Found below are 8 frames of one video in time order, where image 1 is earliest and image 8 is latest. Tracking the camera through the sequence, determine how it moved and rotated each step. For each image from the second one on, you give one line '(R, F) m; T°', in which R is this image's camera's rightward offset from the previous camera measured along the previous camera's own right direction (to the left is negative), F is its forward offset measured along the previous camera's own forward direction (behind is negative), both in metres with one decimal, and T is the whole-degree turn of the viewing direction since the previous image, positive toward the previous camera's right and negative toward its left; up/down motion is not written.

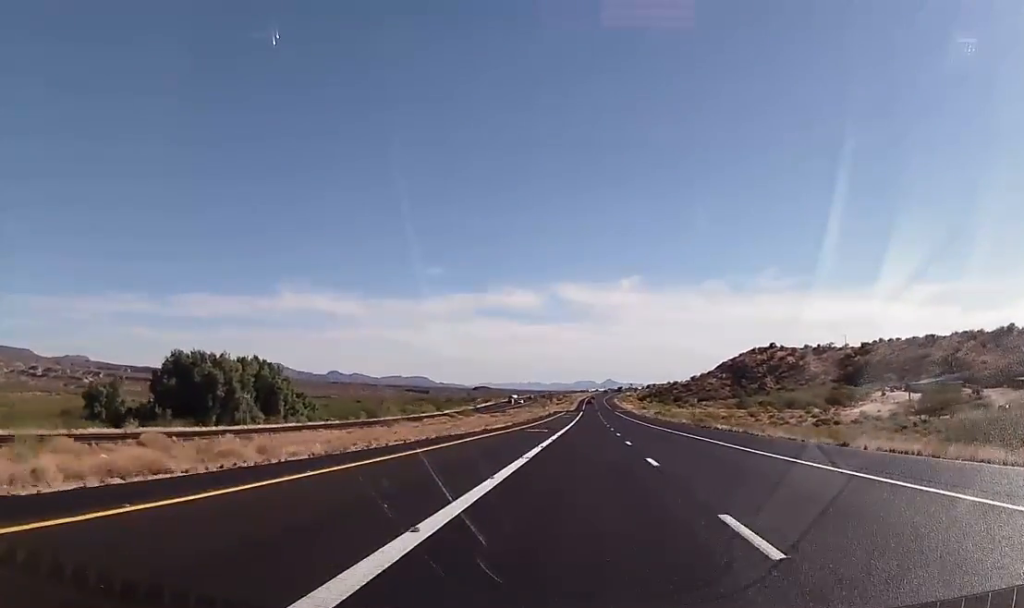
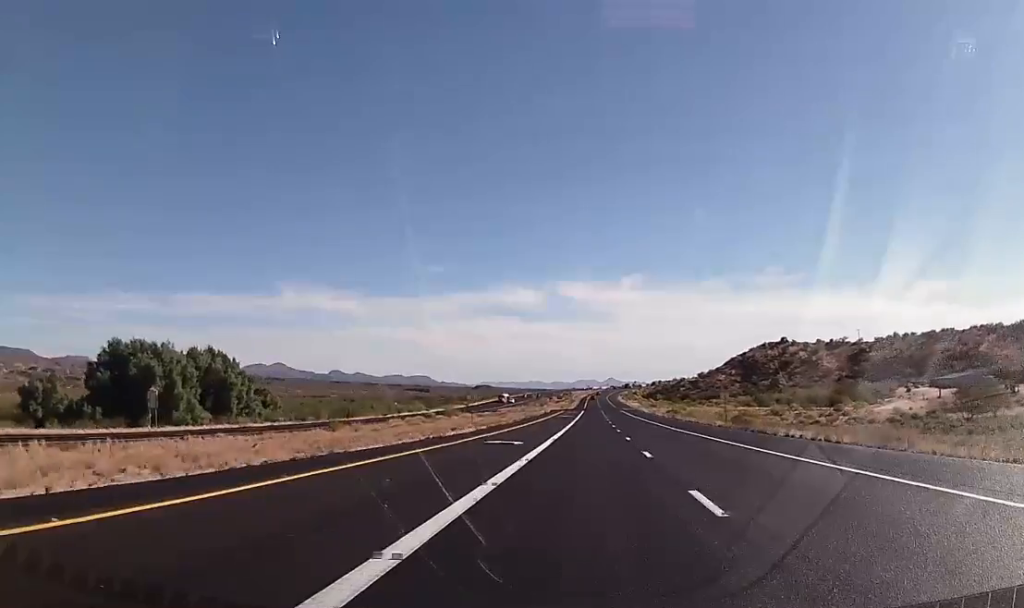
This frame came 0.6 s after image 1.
(0.0, +21.5) m; 0°
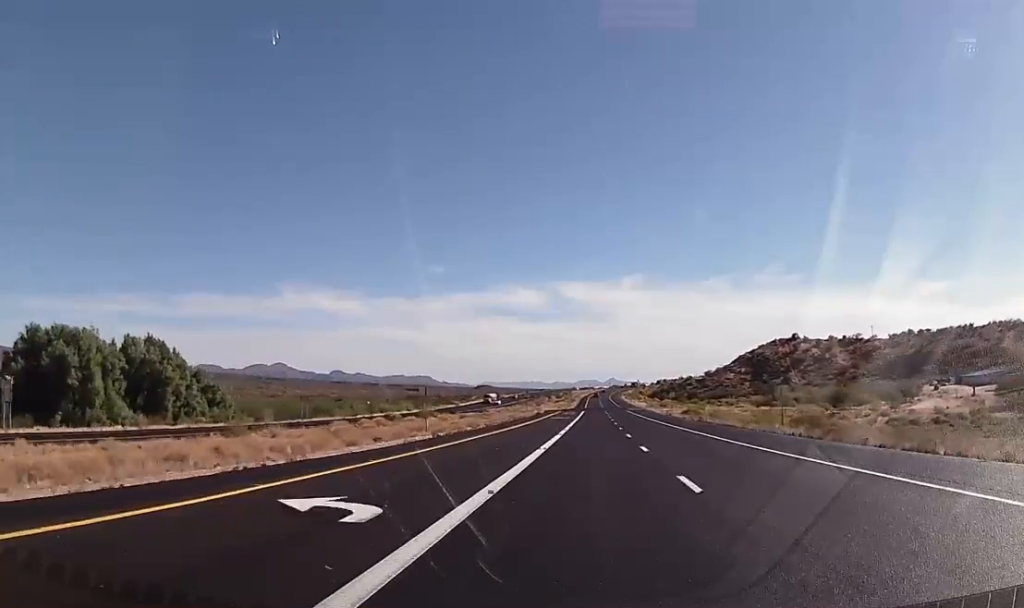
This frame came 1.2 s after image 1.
(-0.1, +21.5) m; 0°
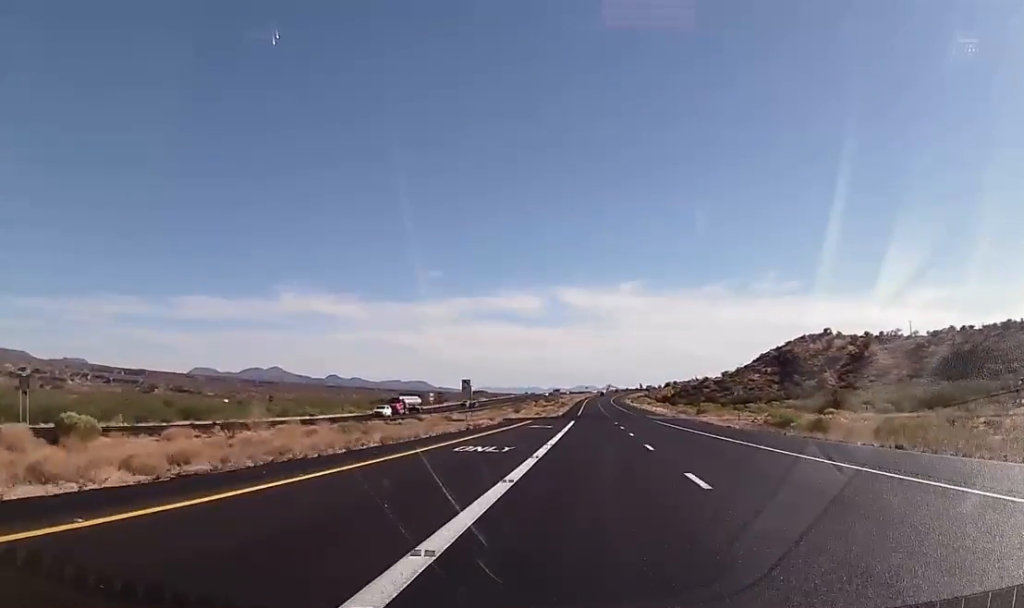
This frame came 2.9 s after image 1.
(+0.1, +59.7) m; 0°
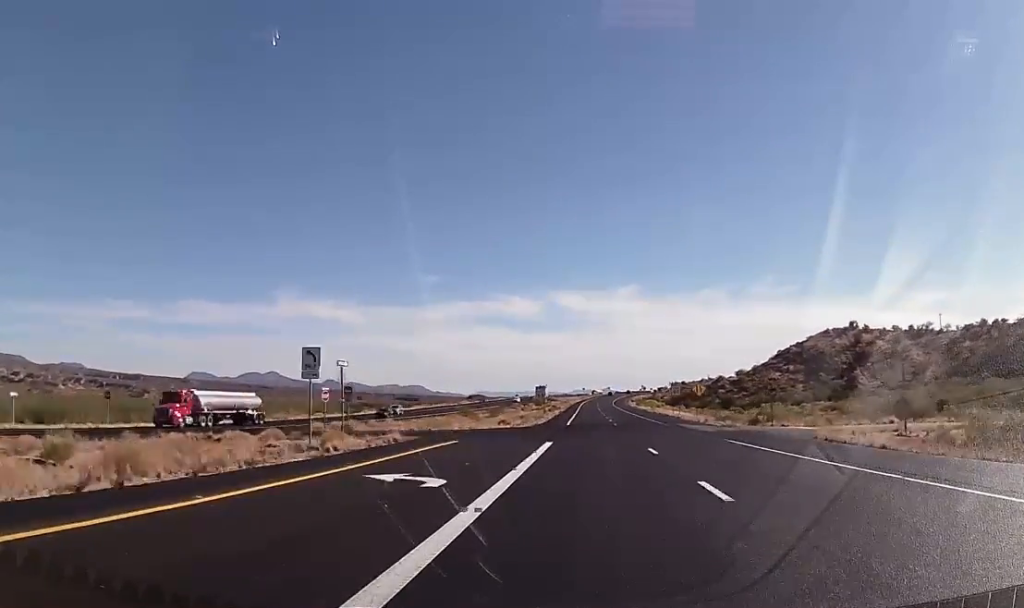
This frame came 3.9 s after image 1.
(-0.1, +38.0) m; 0°
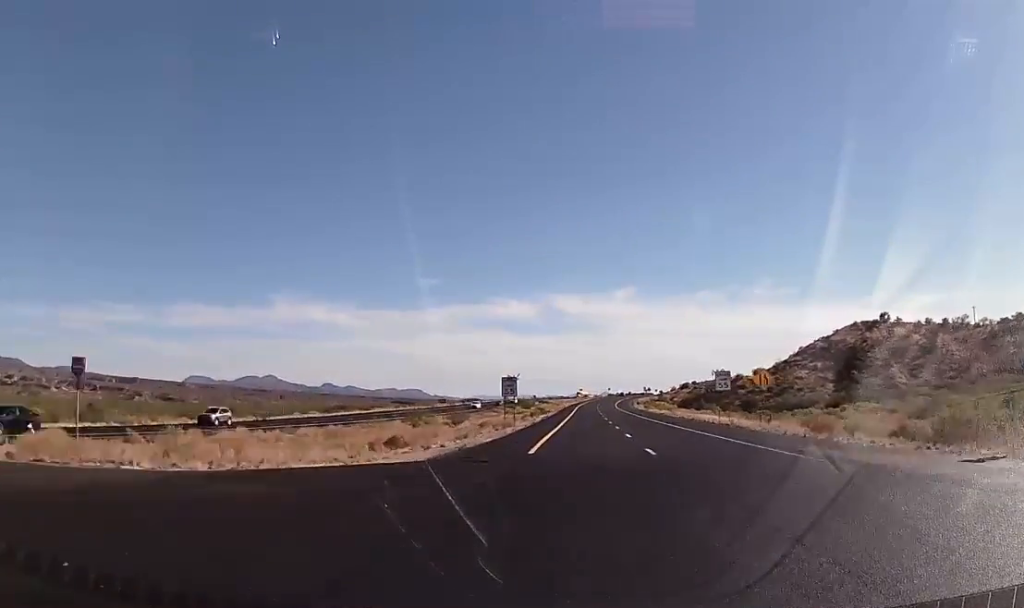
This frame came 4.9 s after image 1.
(0.0, +35.5) m; 0°
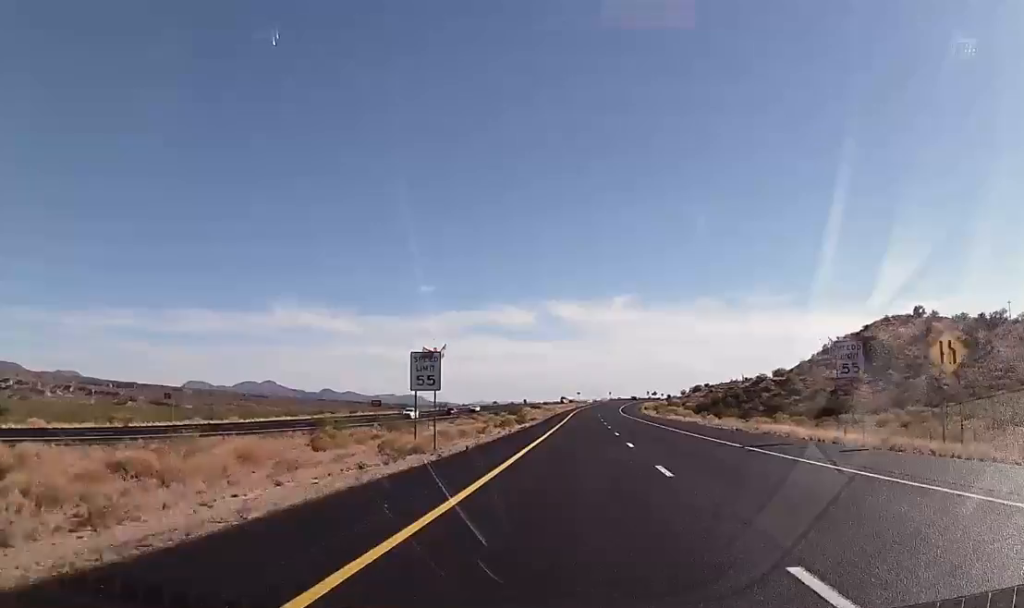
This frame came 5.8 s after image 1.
(0.0, +30.9) m; 0°
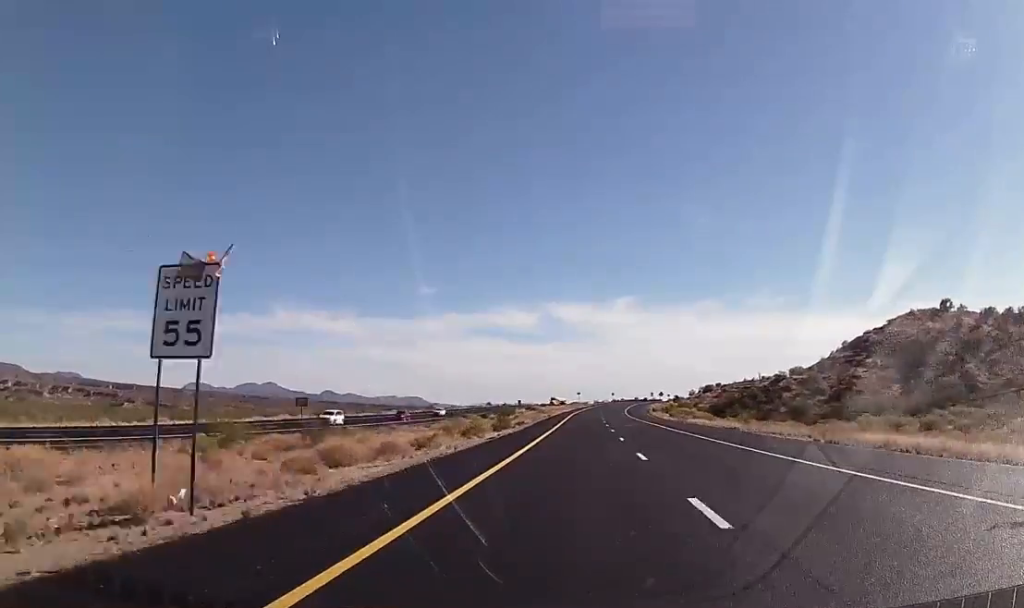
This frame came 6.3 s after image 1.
(0.0, +19.1) m; 0°
